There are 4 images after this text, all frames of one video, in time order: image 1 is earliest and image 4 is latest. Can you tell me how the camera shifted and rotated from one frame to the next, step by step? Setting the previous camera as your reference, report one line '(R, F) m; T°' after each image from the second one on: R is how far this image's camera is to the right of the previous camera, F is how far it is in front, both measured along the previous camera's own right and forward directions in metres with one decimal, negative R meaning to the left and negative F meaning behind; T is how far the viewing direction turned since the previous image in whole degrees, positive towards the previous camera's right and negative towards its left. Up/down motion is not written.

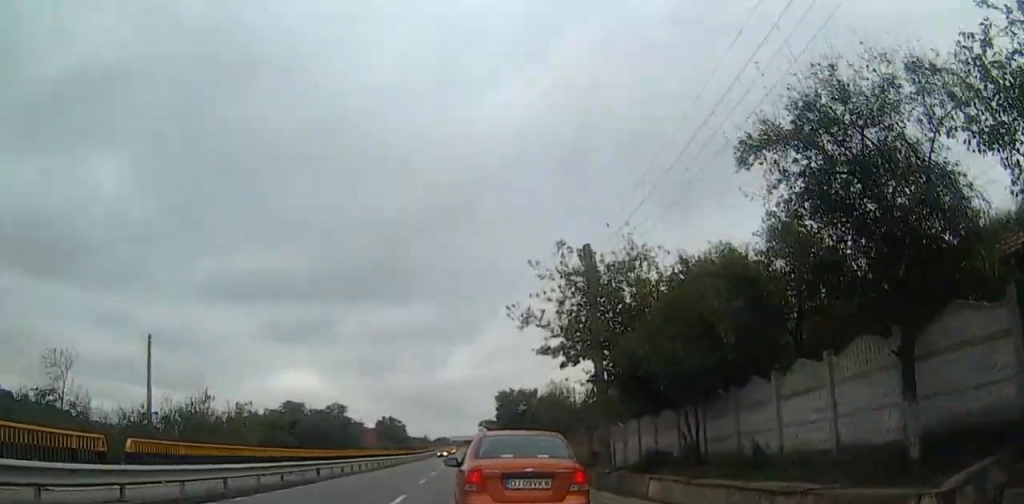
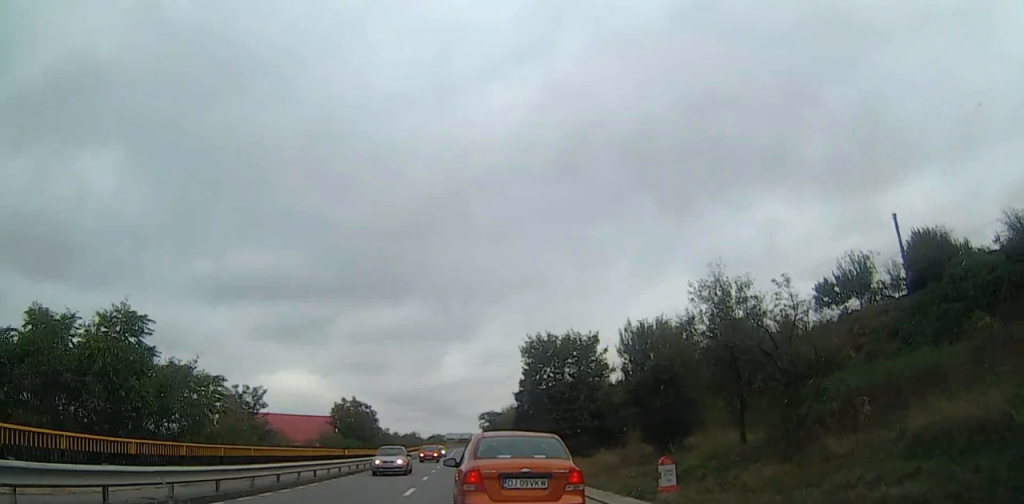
(+2.6, +32.7) m; +4°
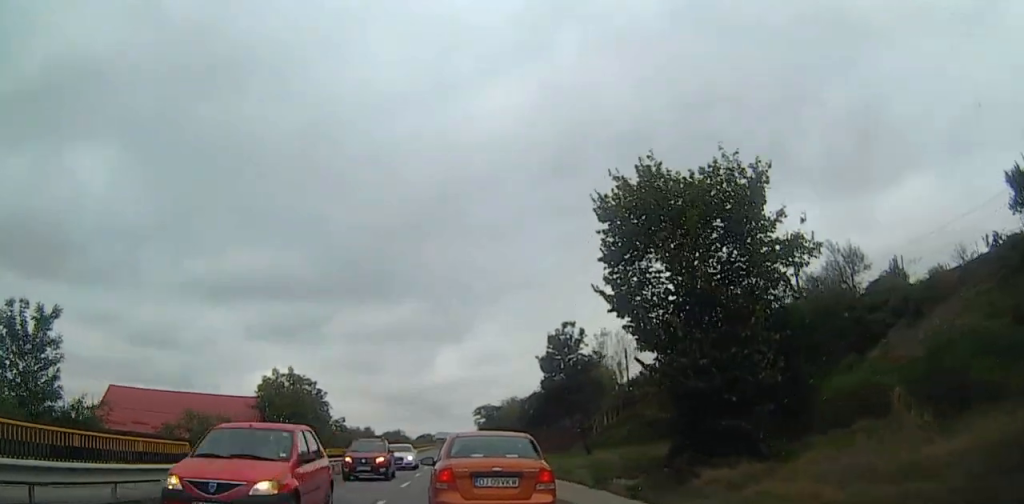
(+0.4, +23.3) m; 0°
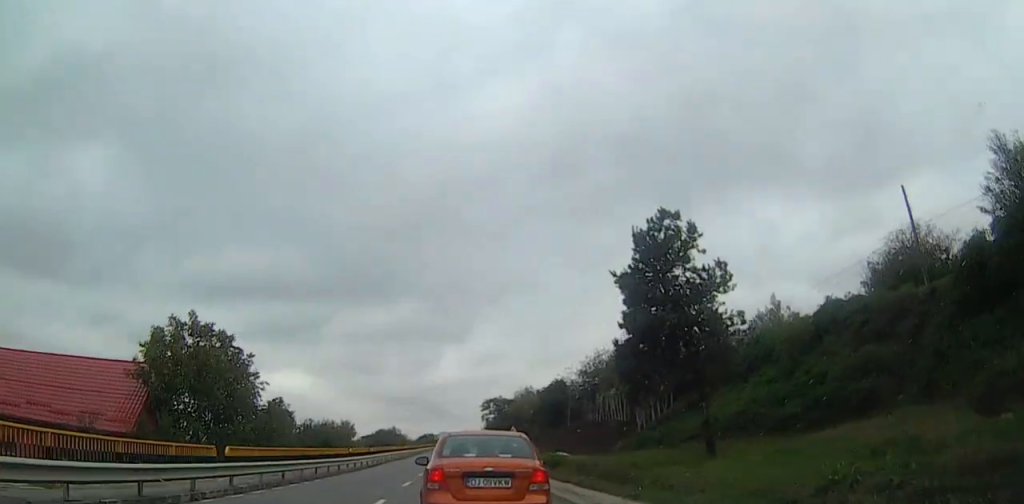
(-0.6, +17.2) m; +2°
